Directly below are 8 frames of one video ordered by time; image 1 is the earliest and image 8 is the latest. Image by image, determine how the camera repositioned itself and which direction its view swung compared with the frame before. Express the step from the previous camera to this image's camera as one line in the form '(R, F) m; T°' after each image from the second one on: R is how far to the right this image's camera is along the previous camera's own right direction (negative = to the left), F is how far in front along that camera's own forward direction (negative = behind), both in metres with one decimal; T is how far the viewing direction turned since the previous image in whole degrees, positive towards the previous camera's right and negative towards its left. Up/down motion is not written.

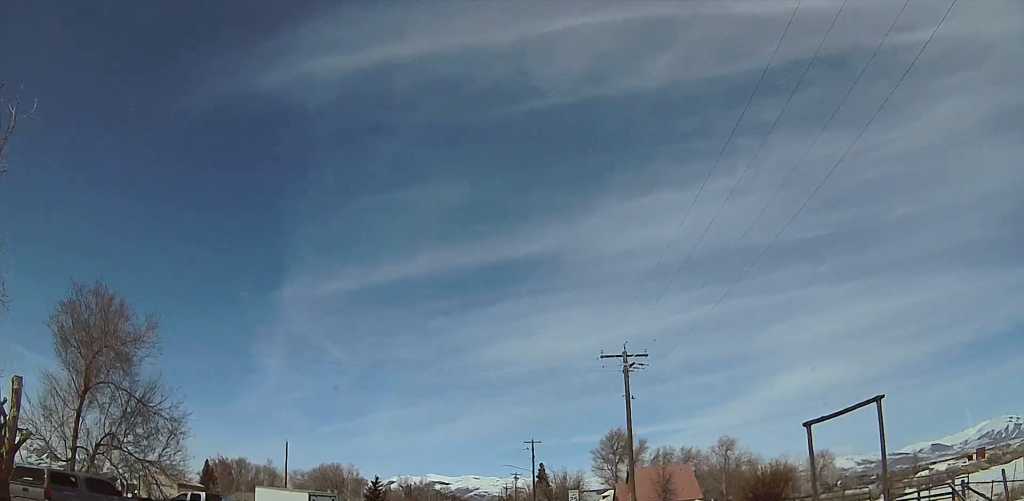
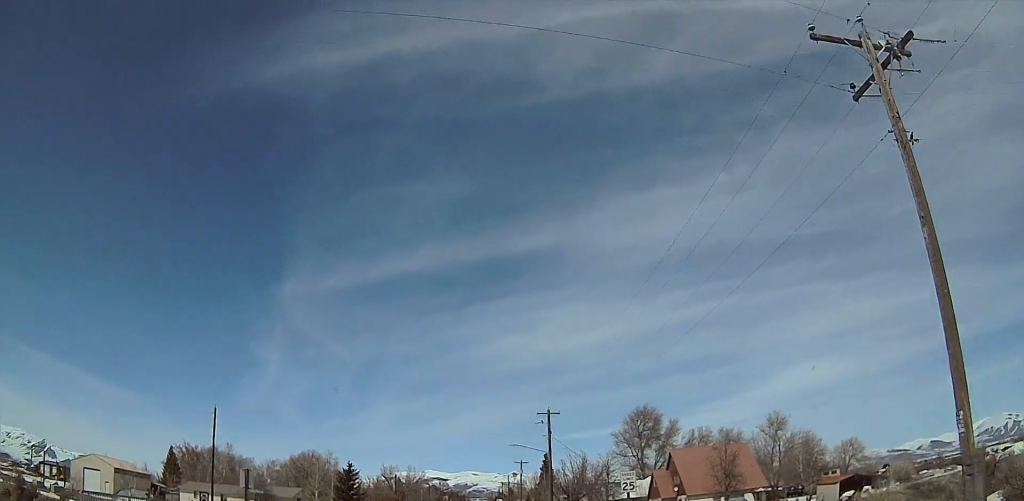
(+0.1, +24.2) m; 0°
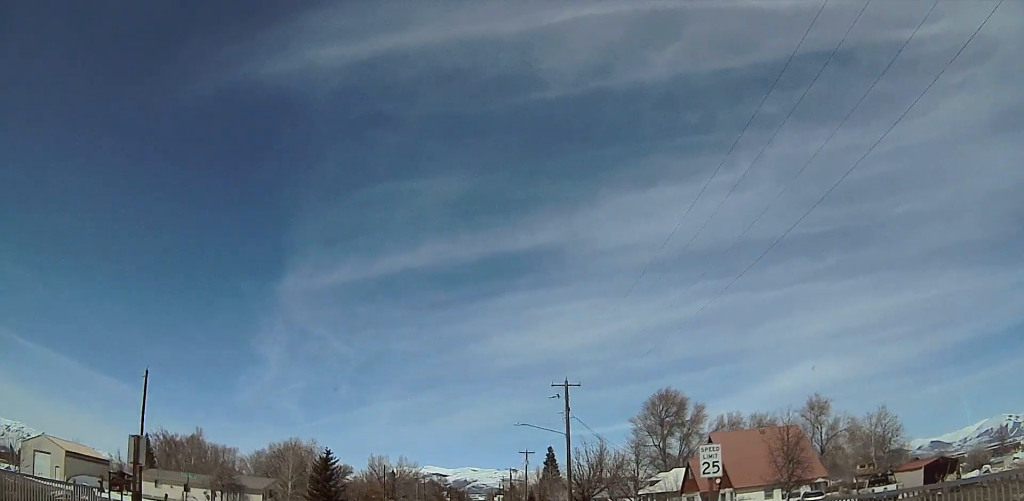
(0.0, +14.3) m; 0°
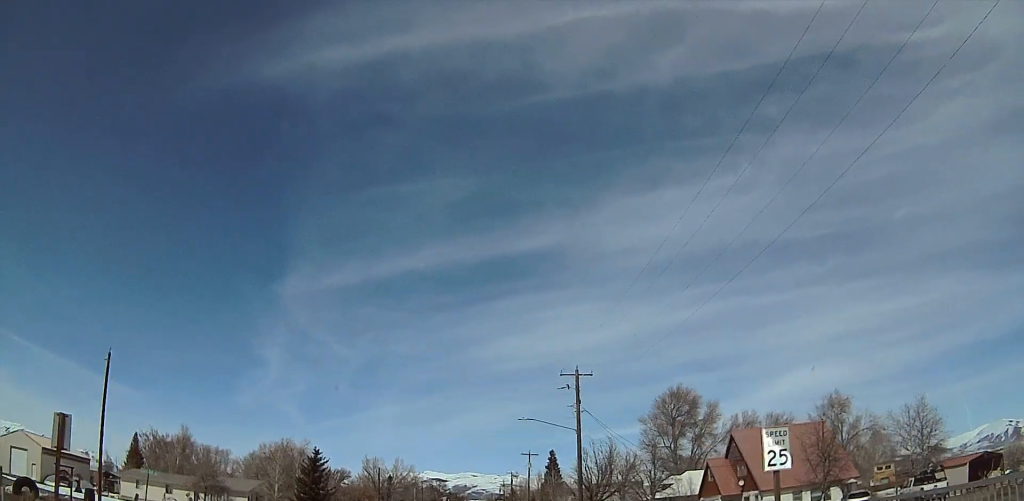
(0.0, +5.9) m; 0°
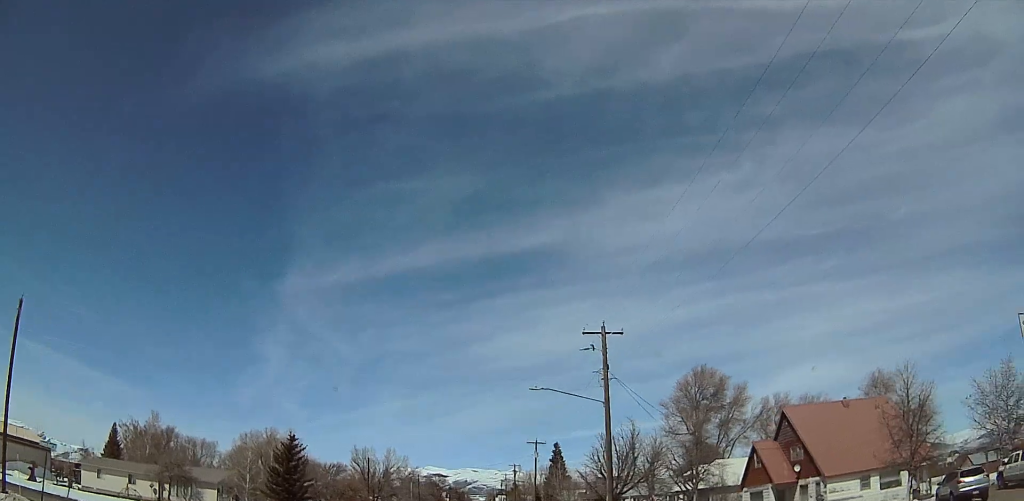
(0.0, +10.7) m; 0°
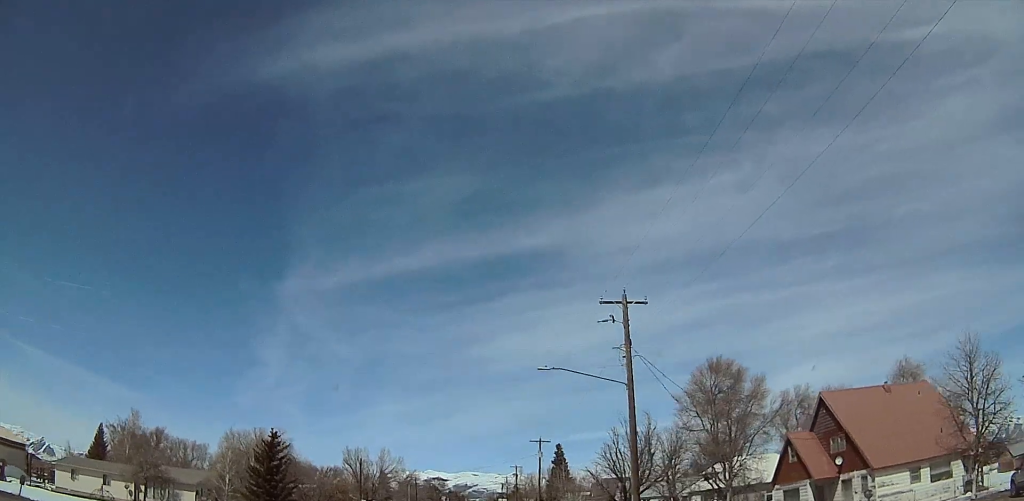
(0.0, +6.1) m; 0°
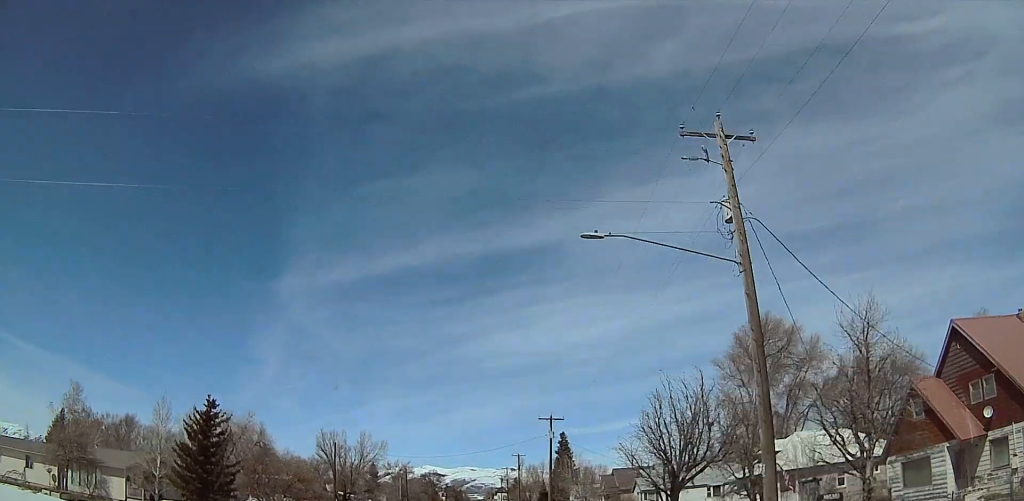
(0.0, +14.8) m; 0°
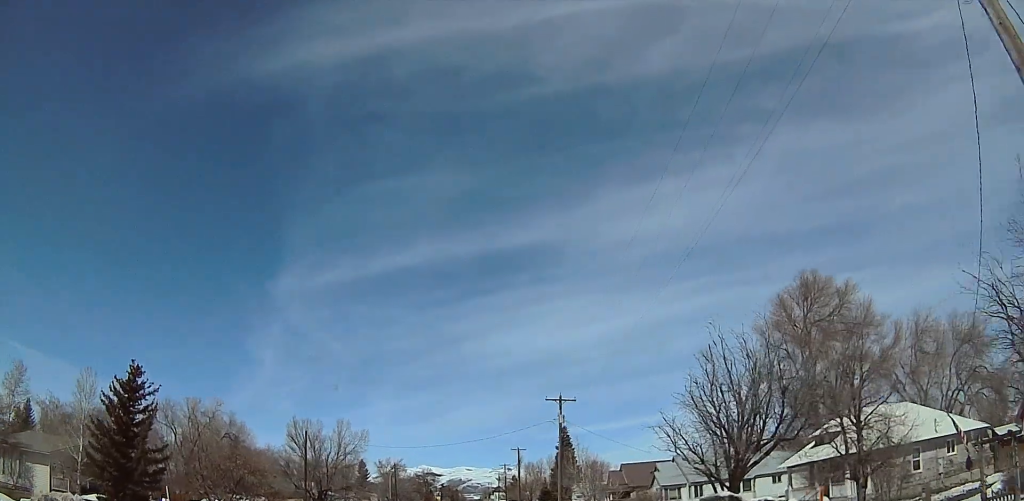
(0.0, +10.9) m; 0°
